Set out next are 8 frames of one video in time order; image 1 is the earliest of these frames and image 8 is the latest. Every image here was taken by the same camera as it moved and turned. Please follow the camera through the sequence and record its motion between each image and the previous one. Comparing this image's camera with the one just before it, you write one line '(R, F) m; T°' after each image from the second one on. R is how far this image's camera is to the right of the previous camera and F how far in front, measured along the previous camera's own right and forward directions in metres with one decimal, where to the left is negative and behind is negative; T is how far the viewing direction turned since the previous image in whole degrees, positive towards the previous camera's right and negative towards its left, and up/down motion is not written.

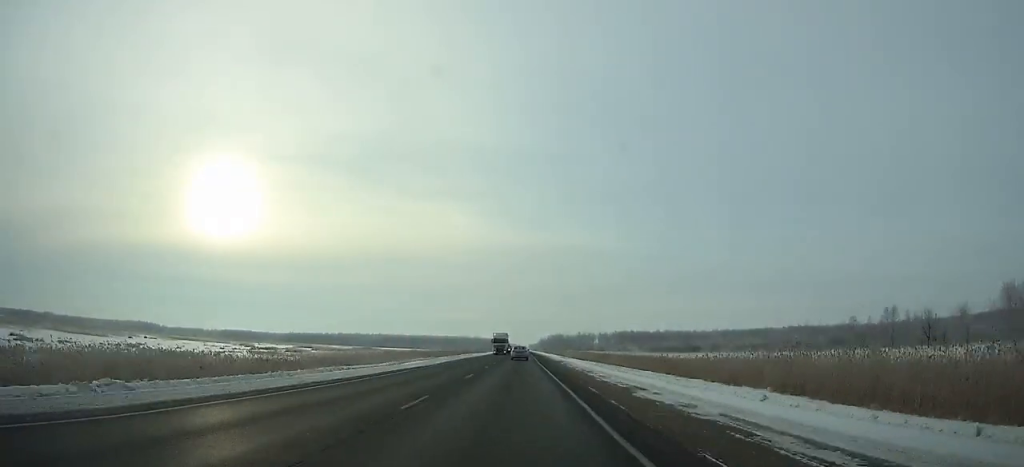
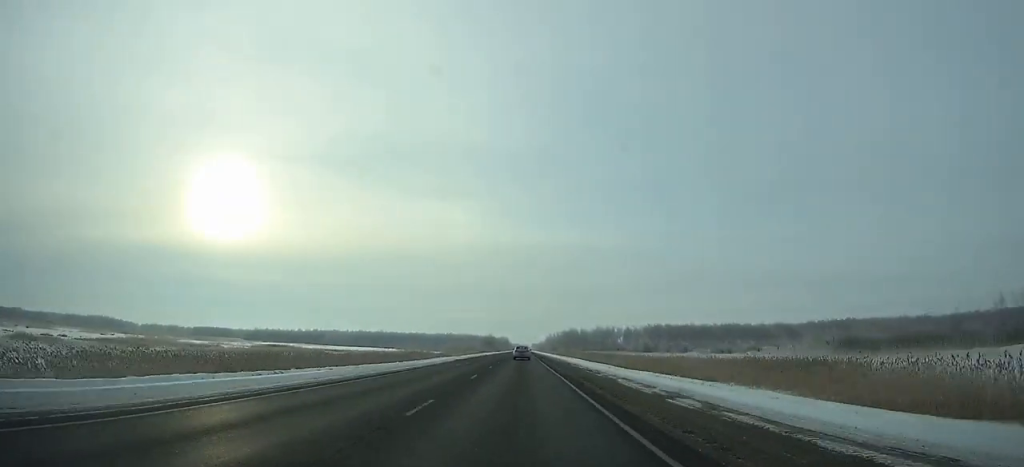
(-0.1, +122.0) m; 0°
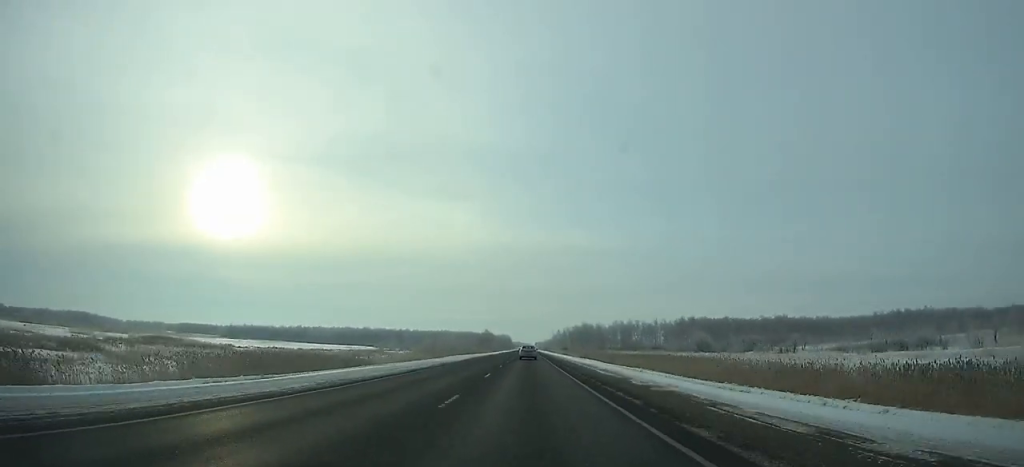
(0.0, +69.6) m; 0°
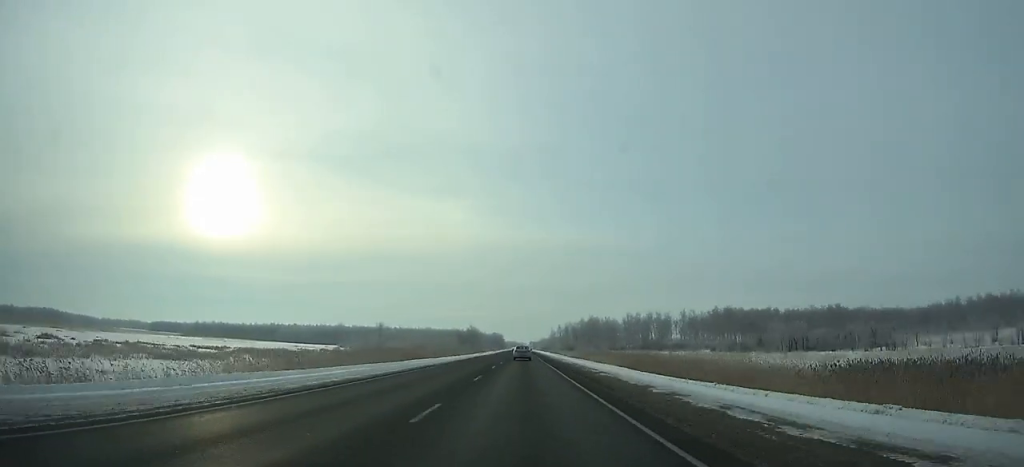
(0.0, +61.6) m; 0°
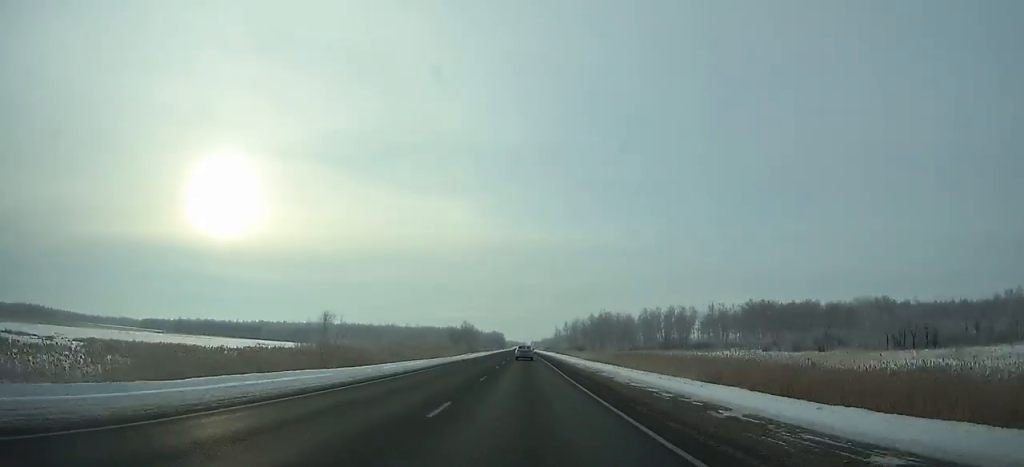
(0.0, +34.7) m; 0°
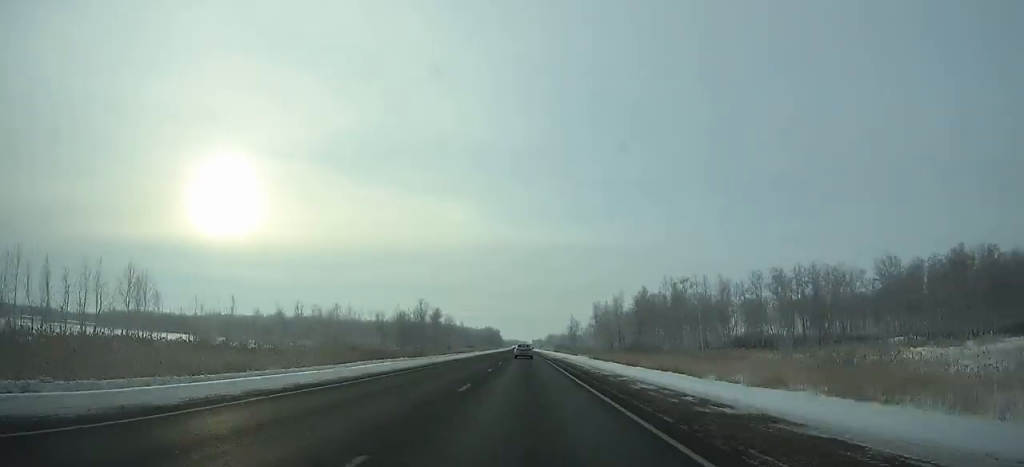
(+0.3, +103.2) m; 0°
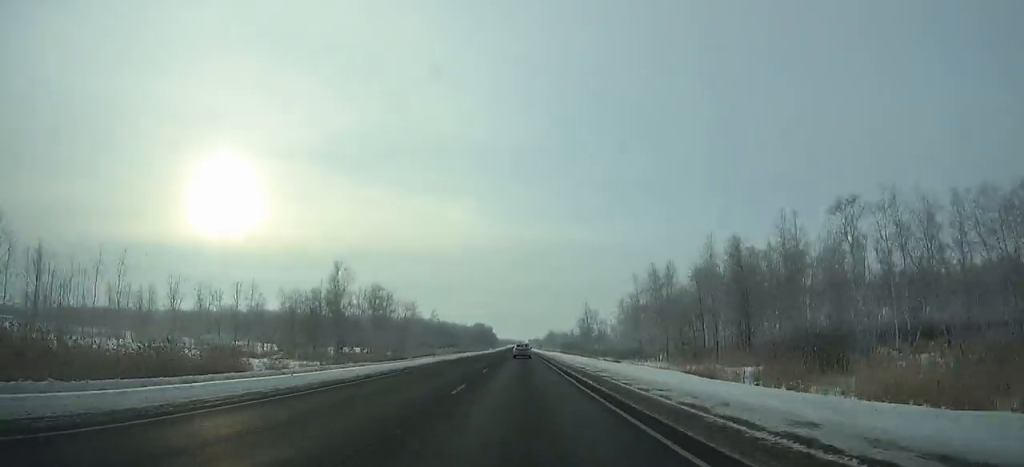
(+0.1, +60.4) m; 0°
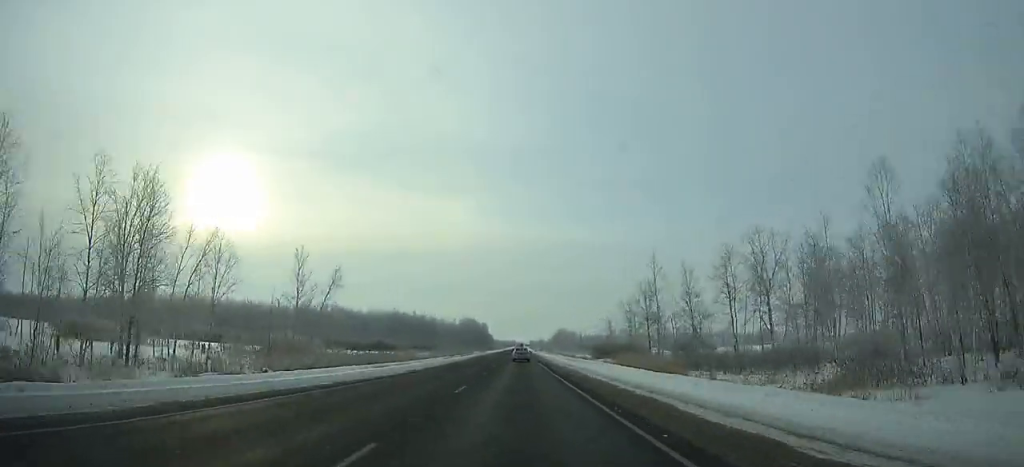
(-0.1, +80.9) m; 0°
